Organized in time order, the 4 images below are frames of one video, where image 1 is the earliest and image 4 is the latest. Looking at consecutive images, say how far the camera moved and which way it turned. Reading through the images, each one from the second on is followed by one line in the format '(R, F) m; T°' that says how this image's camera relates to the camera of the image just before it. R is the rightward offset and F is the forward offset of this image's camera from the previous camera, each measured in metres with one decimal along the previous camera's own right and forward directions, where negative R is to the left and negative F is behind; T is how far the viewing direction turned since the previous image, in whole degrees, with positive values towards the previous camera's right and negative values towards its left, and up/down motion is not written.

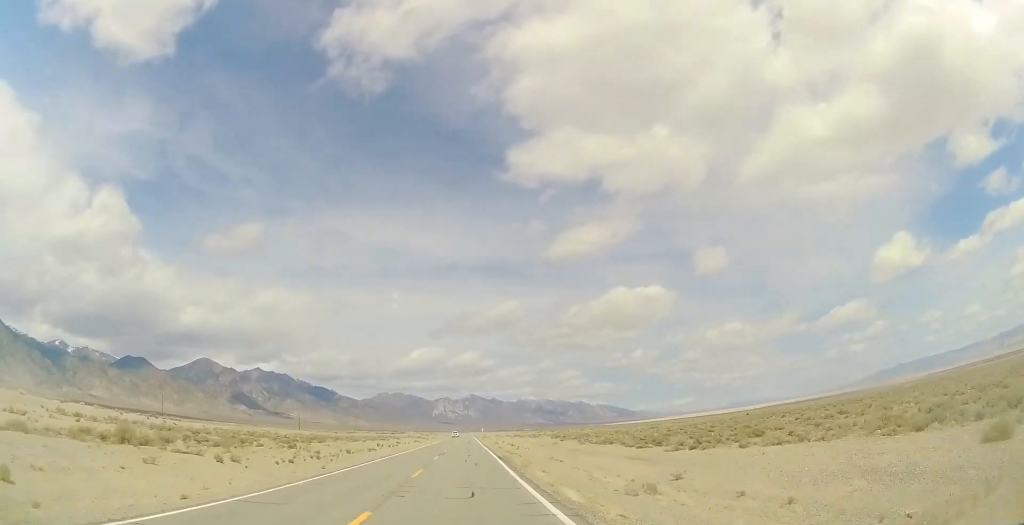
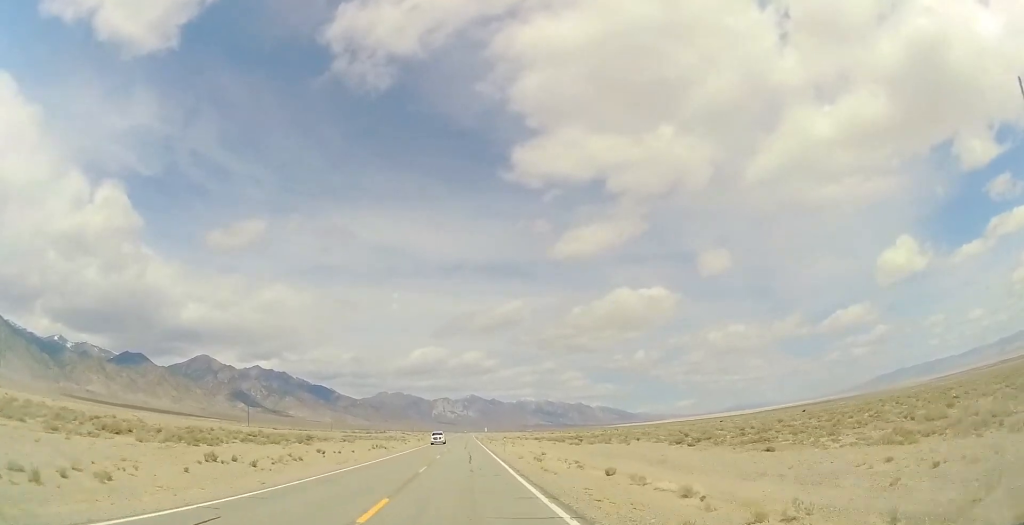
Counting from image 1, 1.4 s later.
(-0.4, +46.5) m; -1°
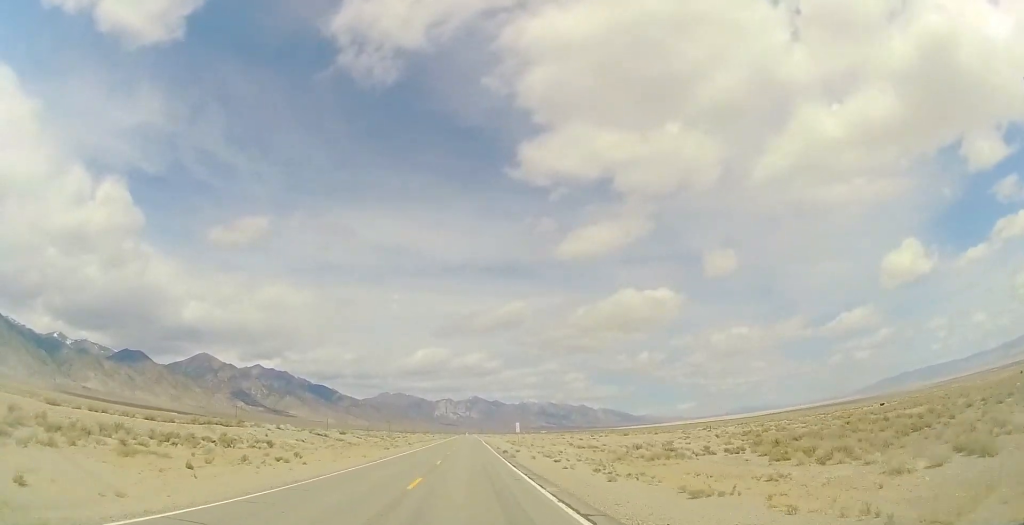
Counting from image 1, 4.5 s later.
(+0.4, +104.6) m; +1°
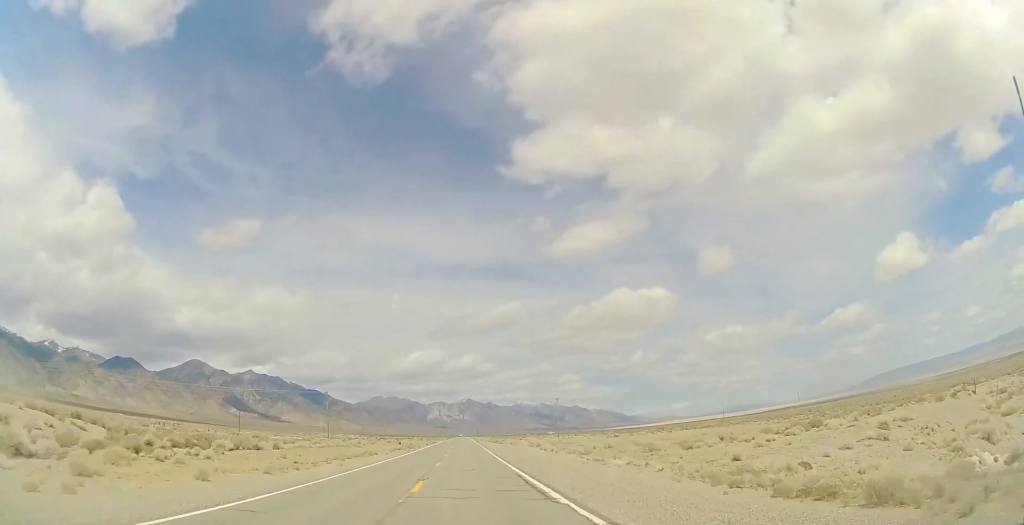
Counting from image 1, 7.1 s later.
(+0.3, +86.5) m; 0°
